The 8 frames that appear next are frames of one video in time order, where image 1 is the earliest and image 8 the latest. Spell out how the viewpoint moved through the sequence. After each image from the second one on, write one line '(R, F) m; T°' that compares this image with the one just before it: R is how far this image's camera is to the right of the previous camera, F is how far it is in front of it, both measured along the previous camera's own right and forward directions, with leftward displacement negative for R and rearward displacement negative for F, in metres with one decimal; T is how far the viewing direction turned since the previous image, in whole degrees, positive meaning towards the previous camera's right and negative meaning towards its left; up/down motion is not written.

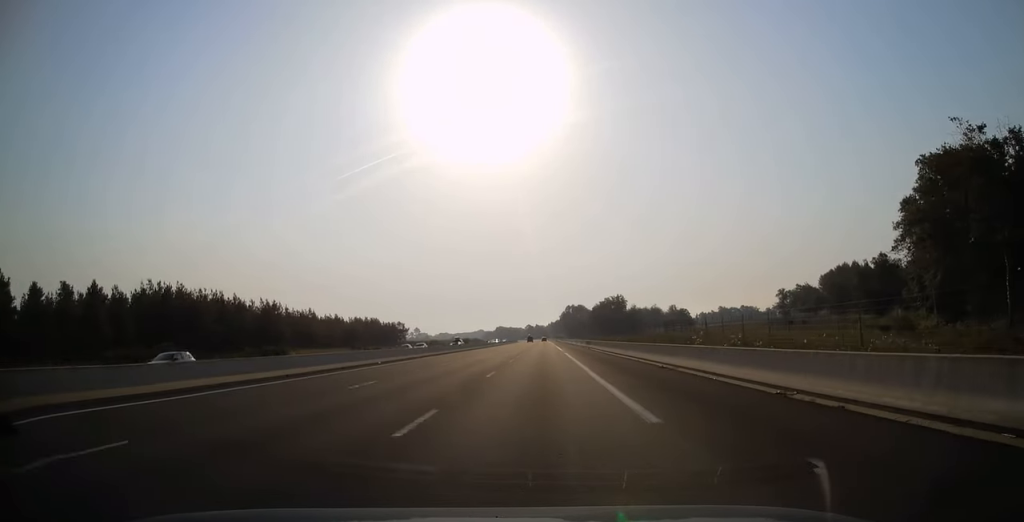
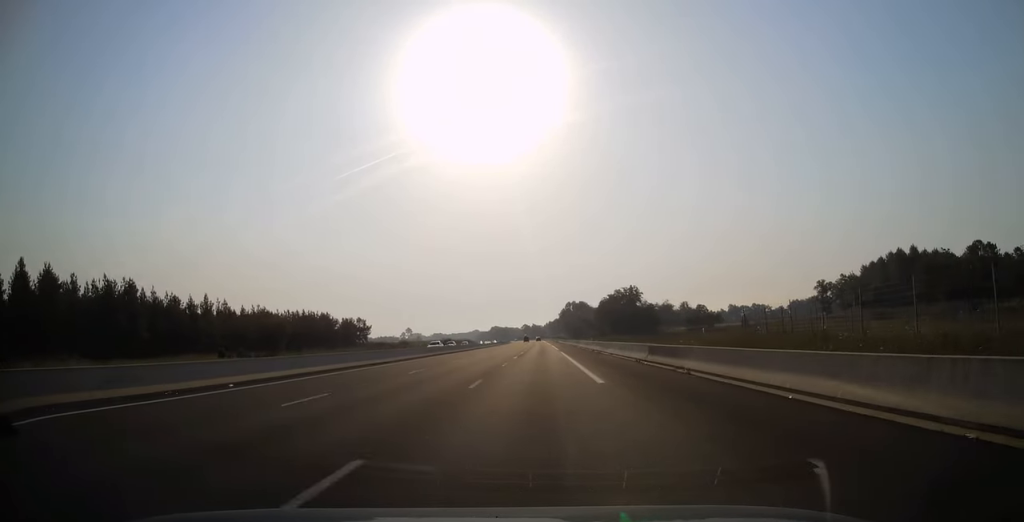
(-0.3, +43.9) m; 0°
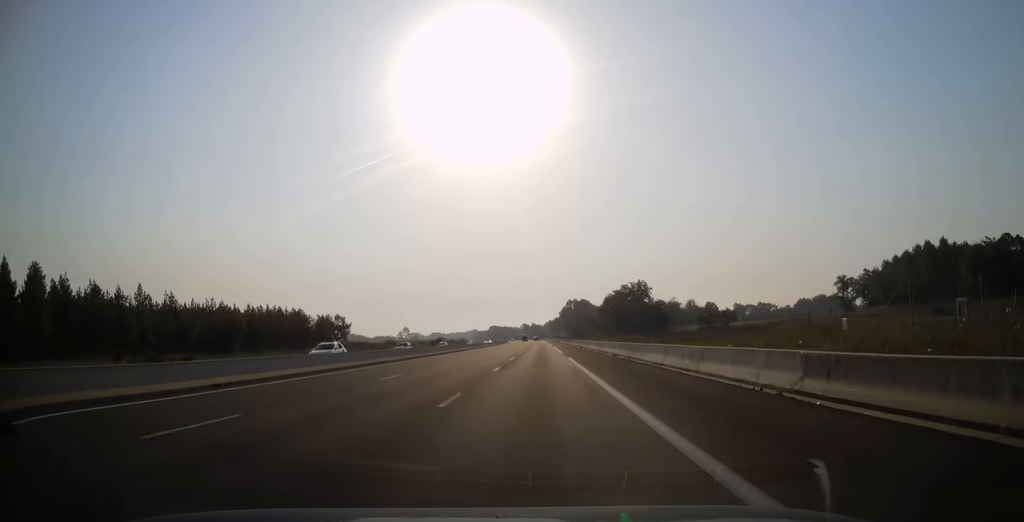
(+0.2, +17.8) m; +1°
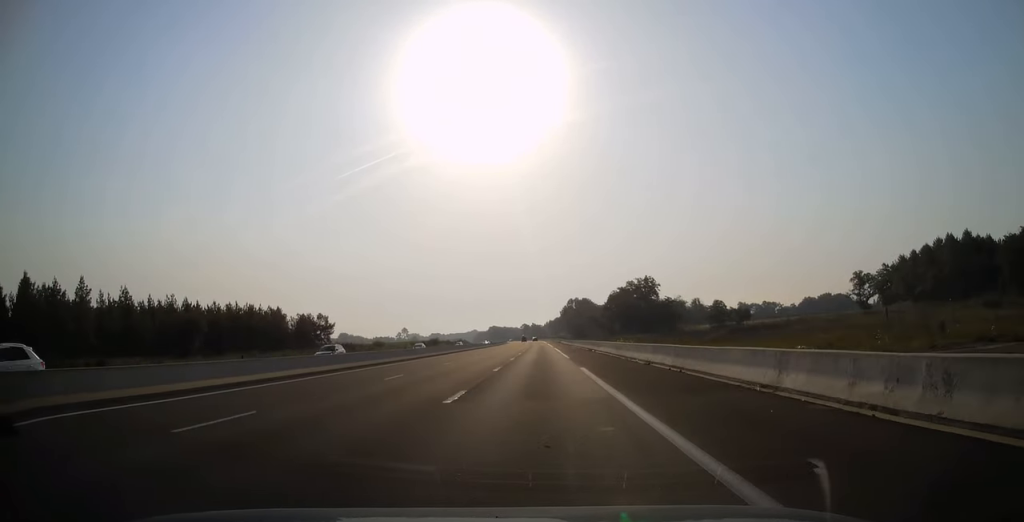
(0.0, +12.3) m; 0°
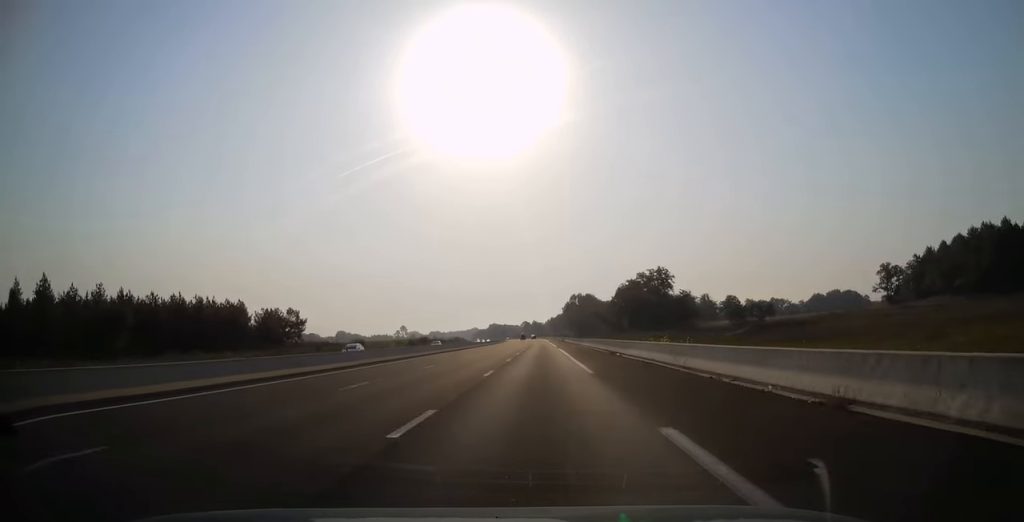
(+0.1, +17.8) m; -1°
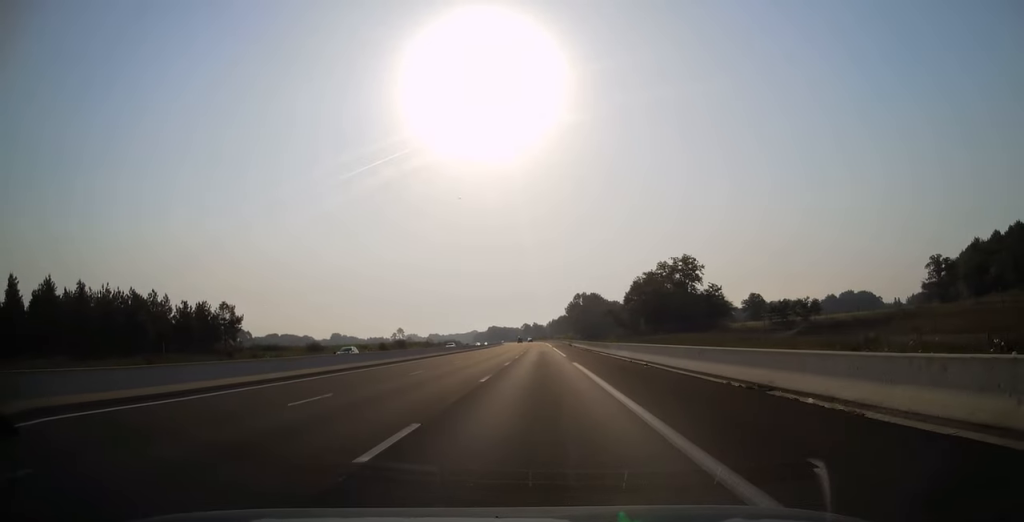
(-0.4, +27.6) m; 0°
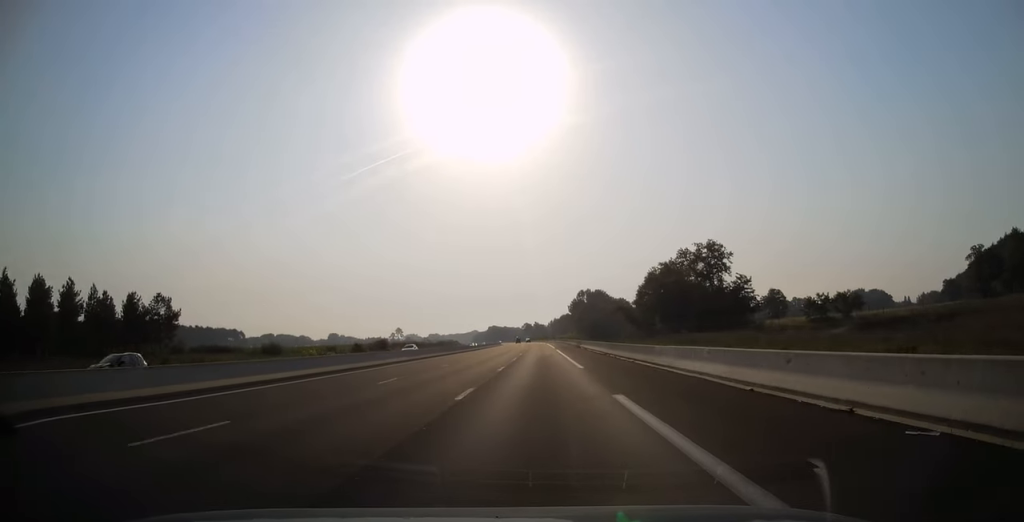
(+0.2, +18.7) m; 0°
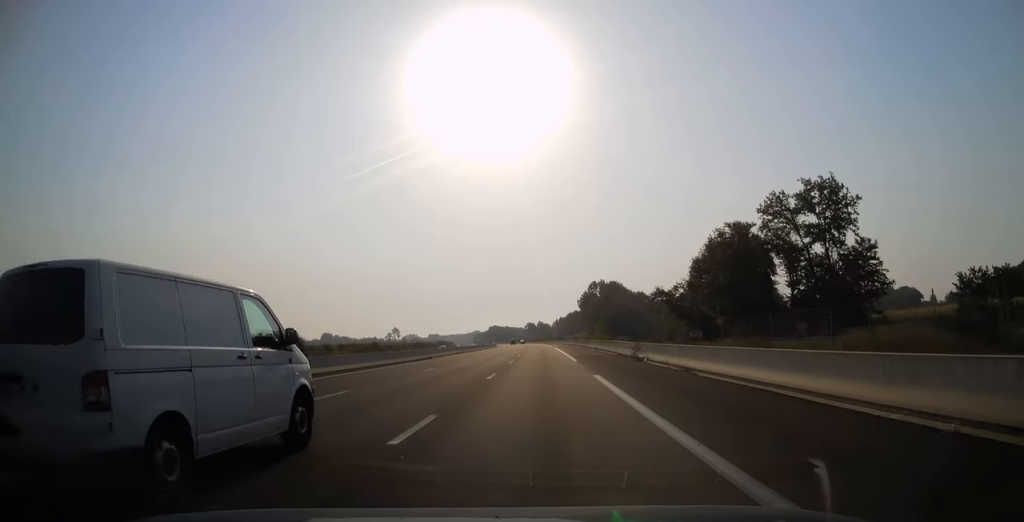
(+0.1, +45.4) m; -1°
